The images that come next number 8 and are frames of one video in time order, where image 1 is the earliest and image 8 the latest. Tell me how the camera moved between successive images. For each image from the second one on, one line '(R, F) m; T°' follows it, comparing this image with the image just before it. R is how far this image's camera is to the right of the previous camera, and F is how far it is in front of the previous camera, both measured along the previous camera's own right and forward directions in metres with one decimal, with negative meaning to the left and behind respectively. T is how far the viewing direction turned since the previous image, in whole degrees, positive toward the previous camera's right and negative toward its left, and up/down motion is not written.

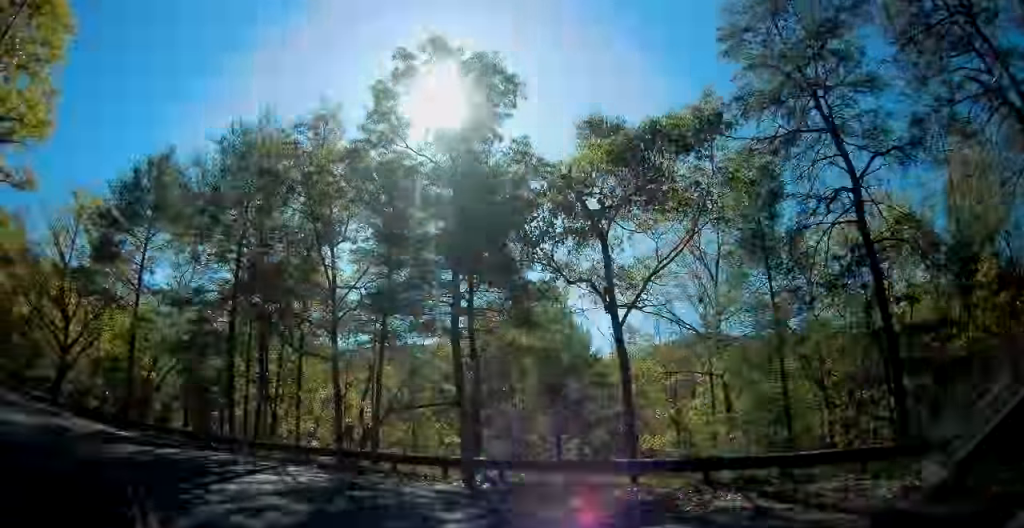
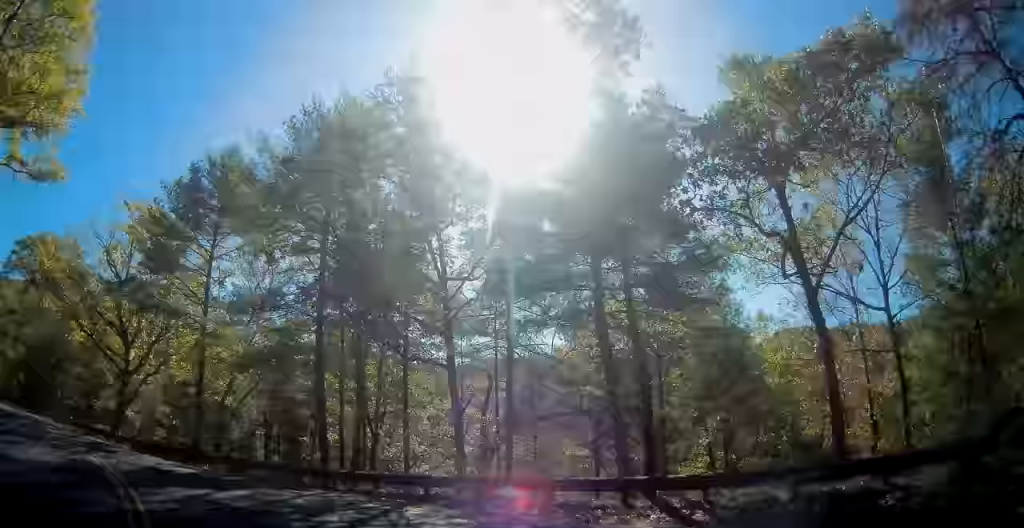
(-0.6, +4.8) m; -10°
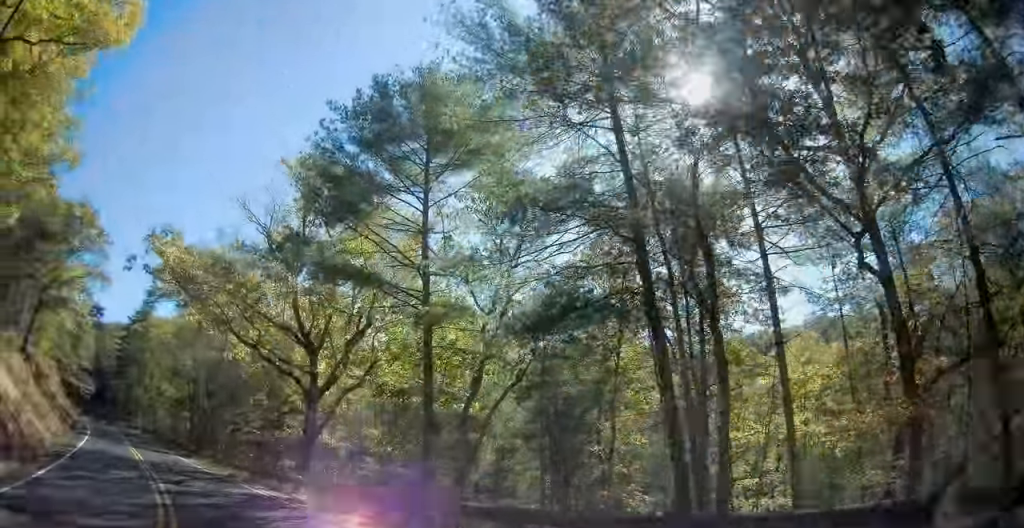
(-1.9, +9.8) m; -23°
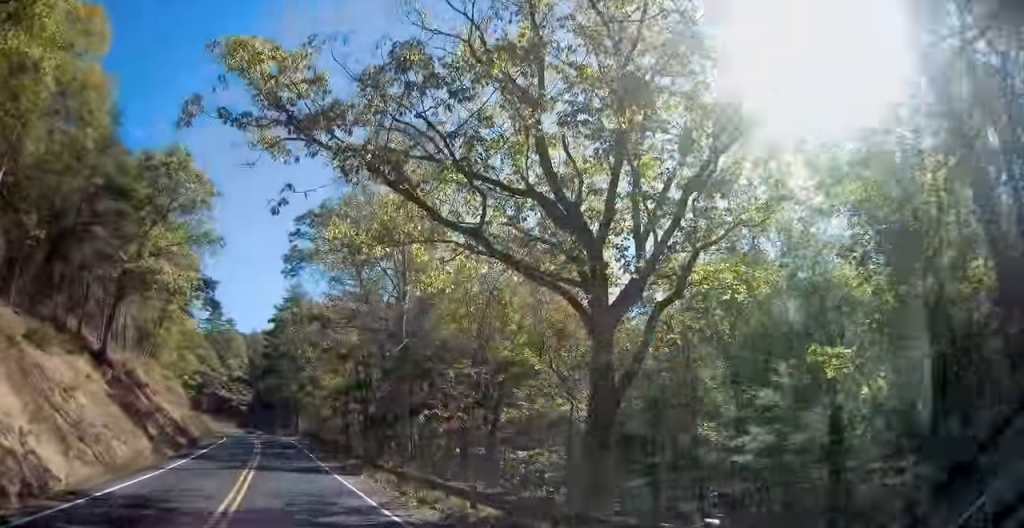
(-3.0, +13.4) m; -16°
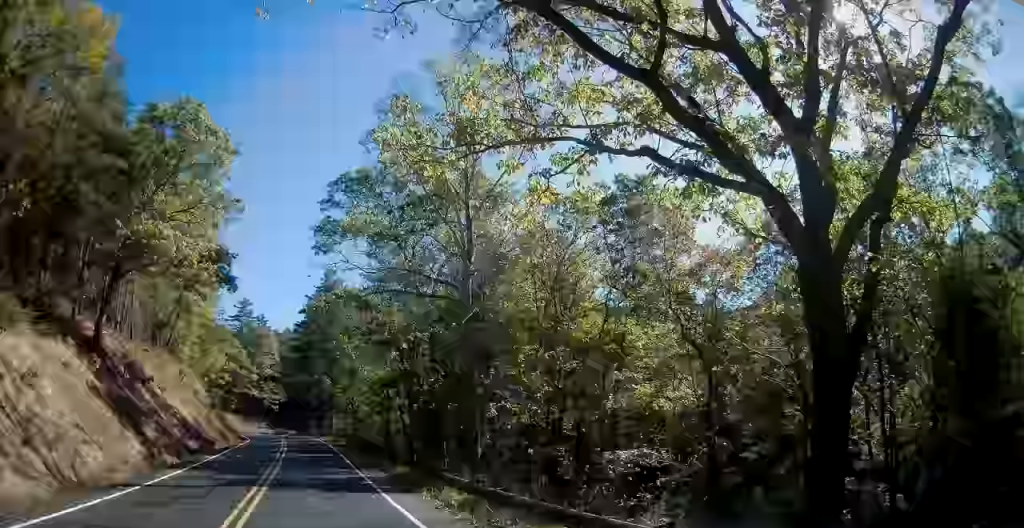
(-0.1, +6.9) m; -1°
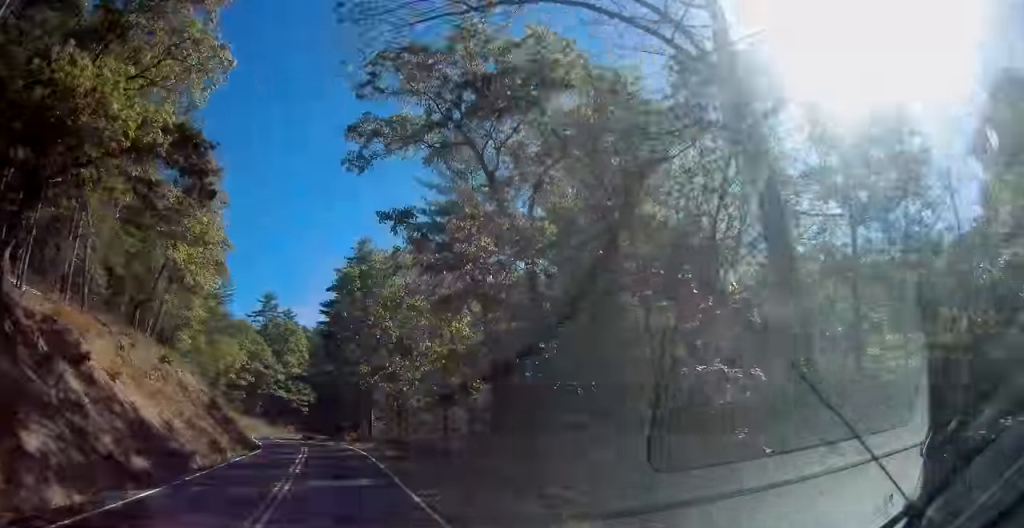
(-0.8, +14.7) m; -7°
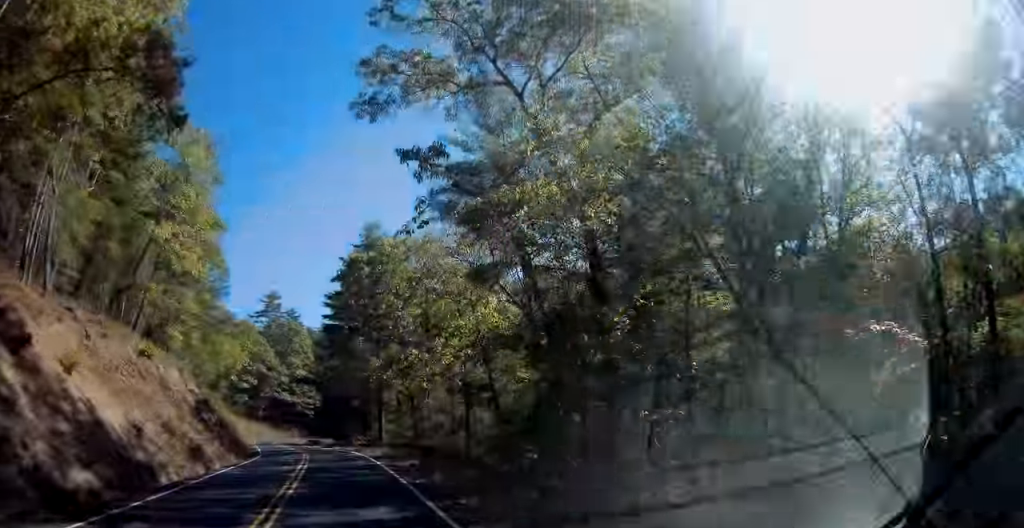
(-0.2, +5.5) m; -2°
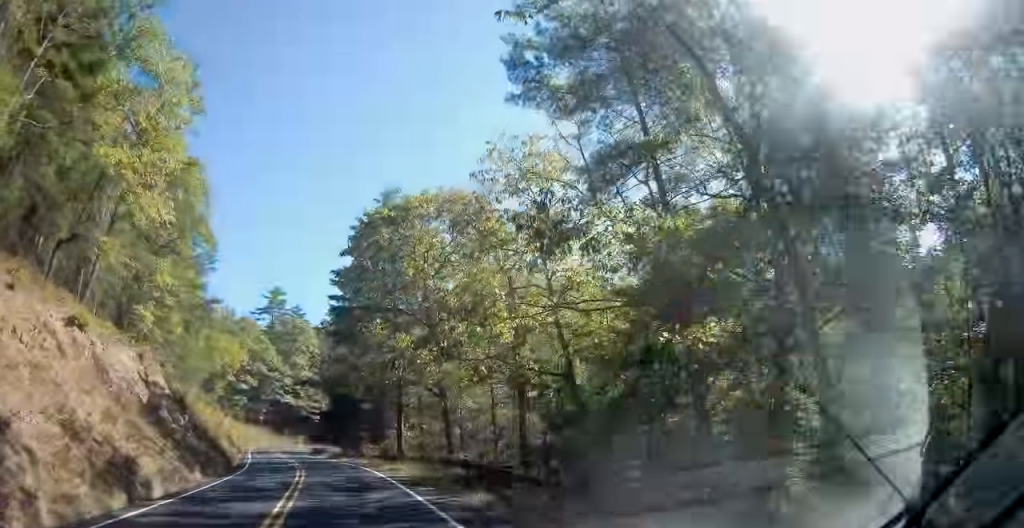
(-0.2, +10.9) m; -1°
